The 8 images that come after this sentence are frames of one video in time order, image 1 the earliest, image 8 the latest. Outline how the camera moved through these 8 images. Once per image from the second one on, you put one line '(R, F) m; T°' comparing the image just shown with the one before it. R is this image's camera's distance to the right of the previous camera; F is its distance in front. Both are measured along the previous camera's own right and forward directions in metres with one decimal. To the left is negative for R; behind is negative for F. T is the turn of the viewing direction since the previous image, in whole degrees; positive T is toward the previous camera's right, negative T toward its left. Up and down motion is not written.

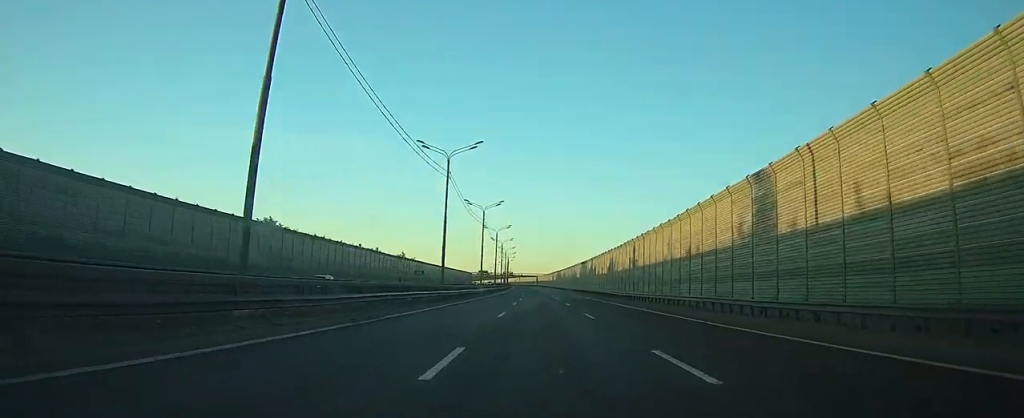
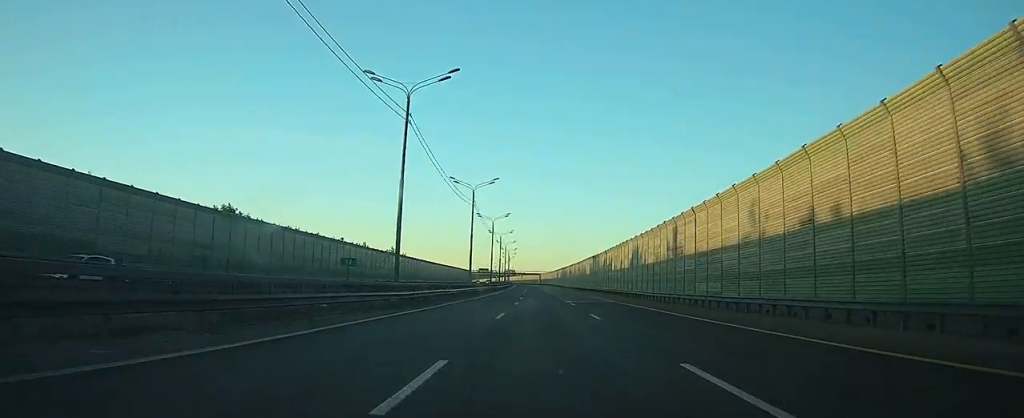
(-0.2, +18.1) m; -1°
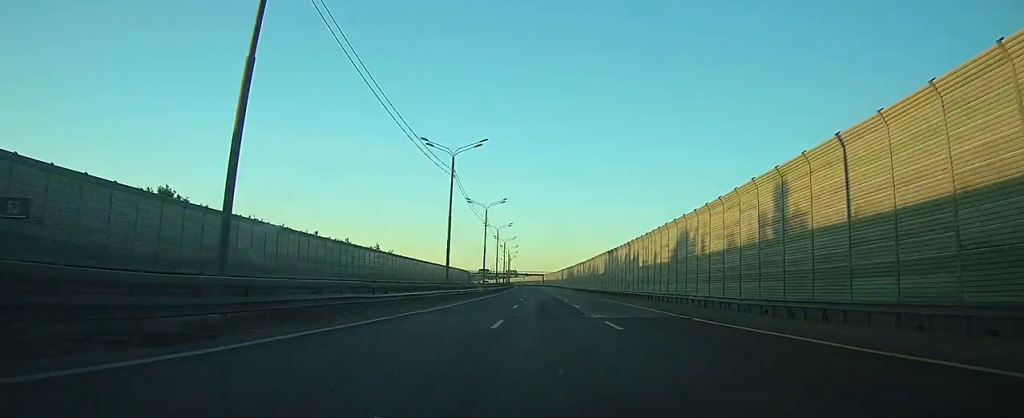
(-0.1, +20.1) m; 0°
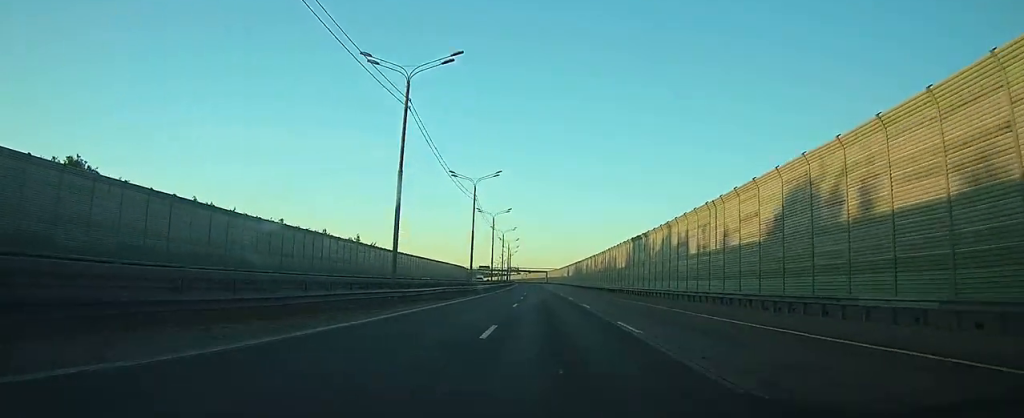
(-0.1, +20.1) m; 0°
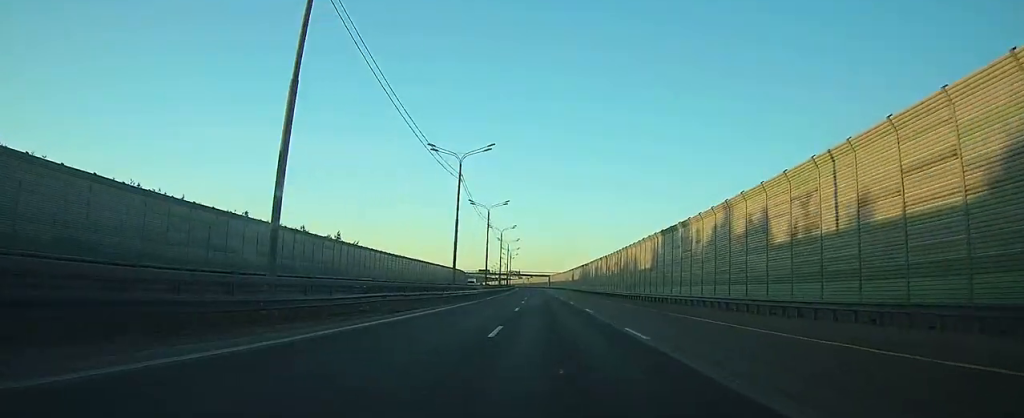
(0.0, +15.4) m; 0°
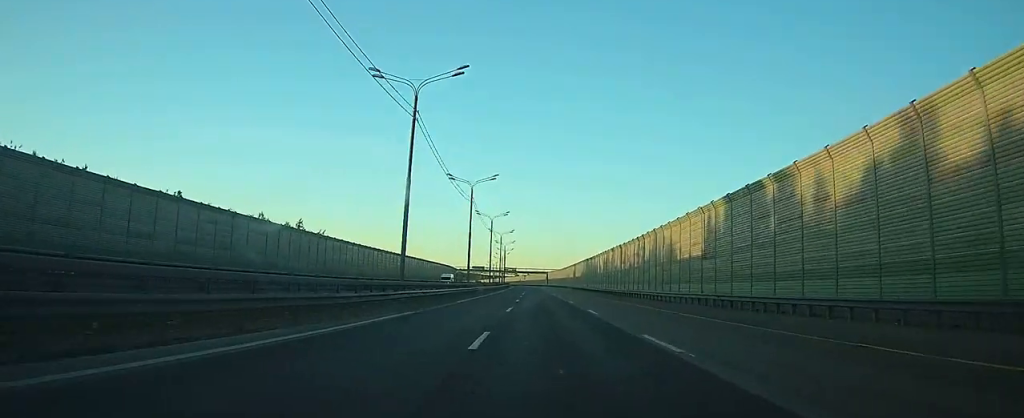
(0.0, +19.3) m; 0°
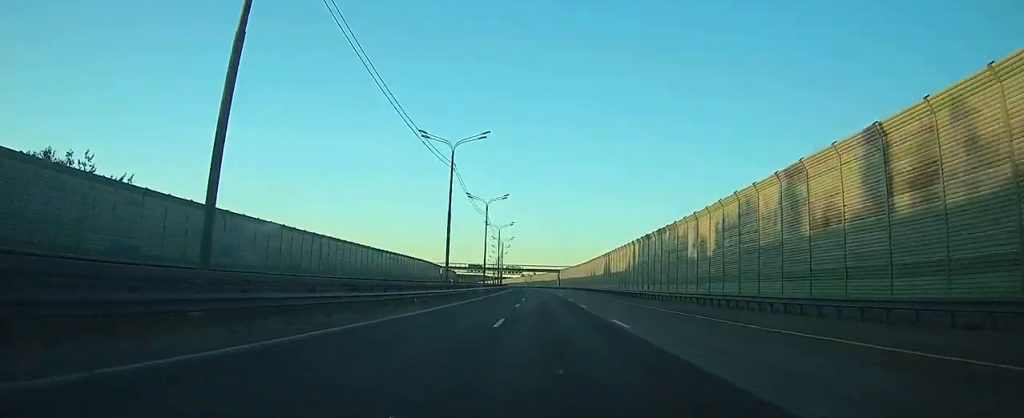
(-0.1, +57.2) m; 0°
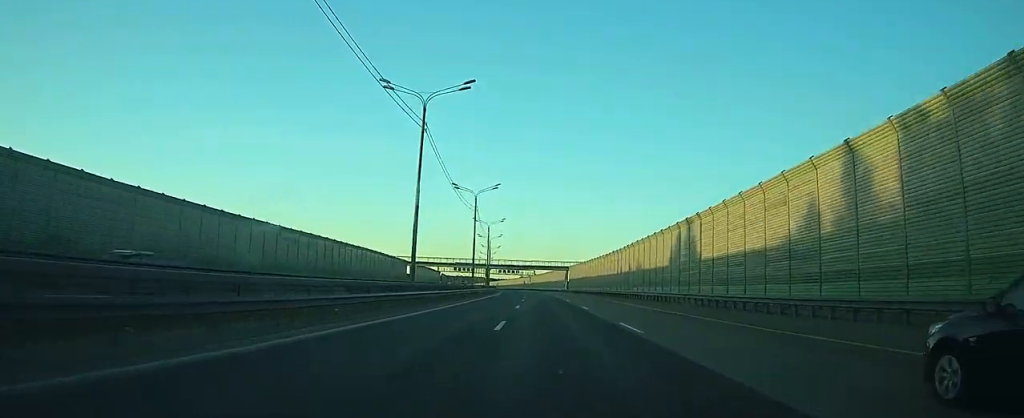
(-0.1, +48.7) m; 0°
